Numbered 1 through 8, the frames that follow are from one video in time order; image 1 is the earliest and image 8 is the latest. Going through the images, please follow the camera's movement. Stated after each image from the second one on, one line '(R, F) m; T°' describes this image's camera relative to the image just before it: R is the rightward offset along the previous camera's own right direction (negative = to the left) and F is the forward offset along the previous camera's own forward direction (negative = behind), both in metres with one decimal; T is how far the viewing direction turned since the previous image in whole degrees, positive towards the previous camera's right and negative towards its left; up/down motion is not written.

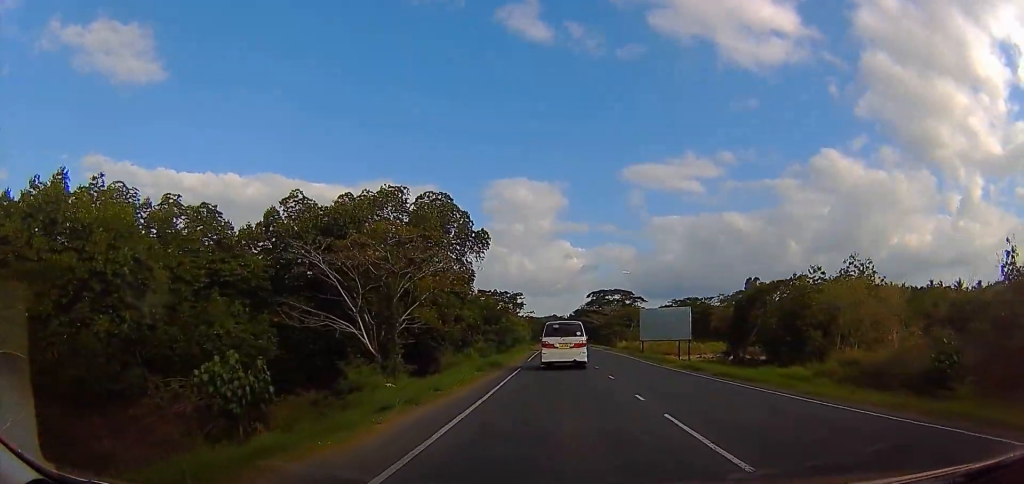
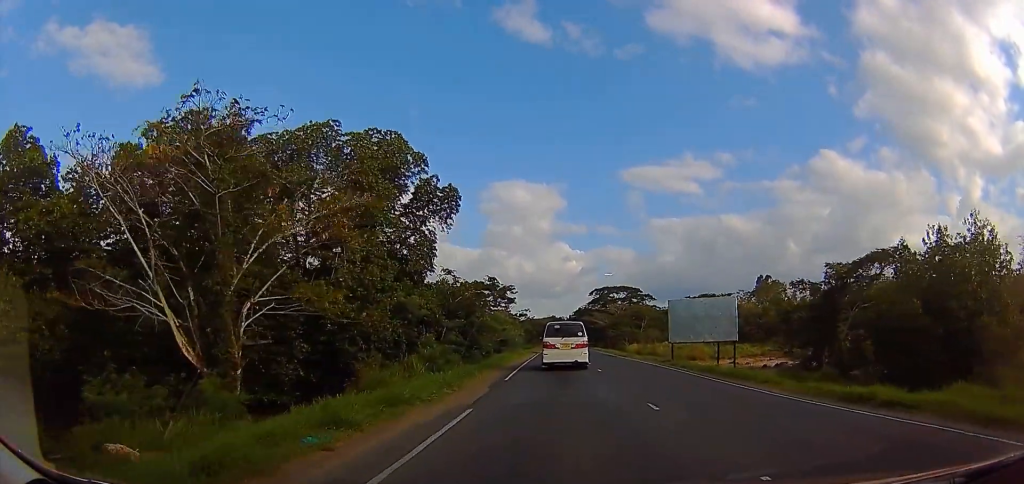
(+0.1, +11.9) m; -2°
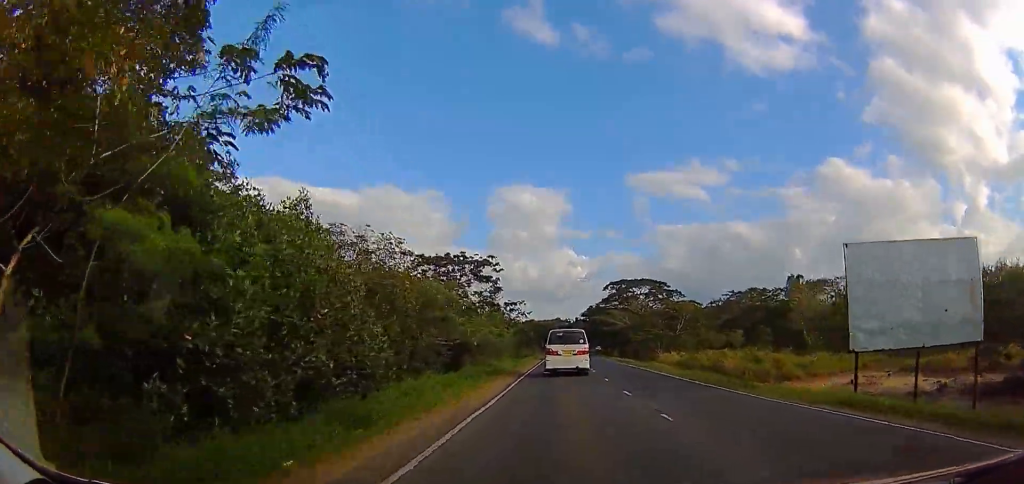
(-0.2, +23.8) m; +1°
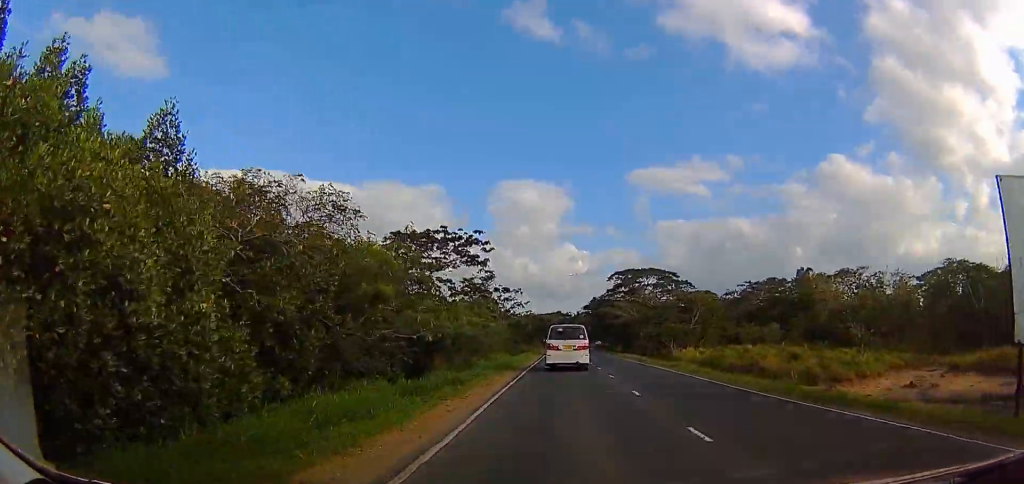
(+0.2, +8.0) m; 0°
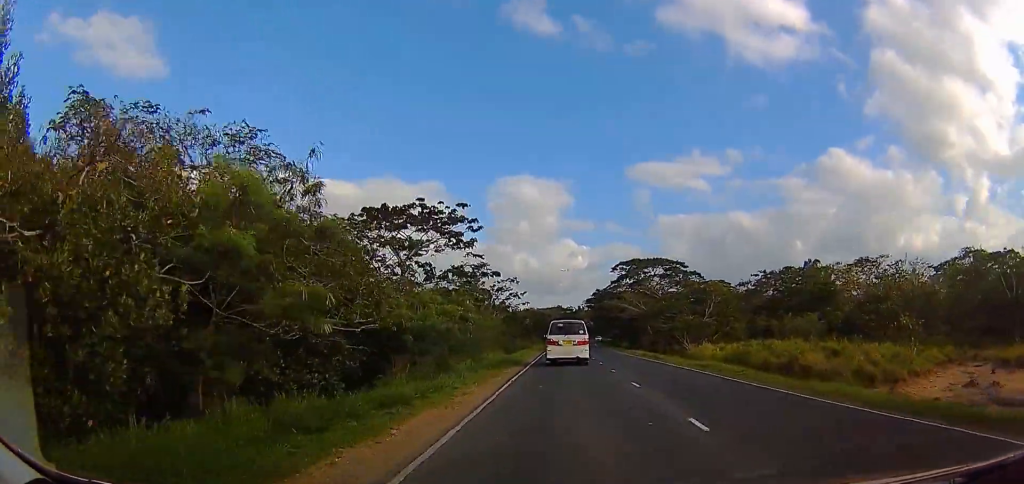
(-0.2, +6.1) m; -1°
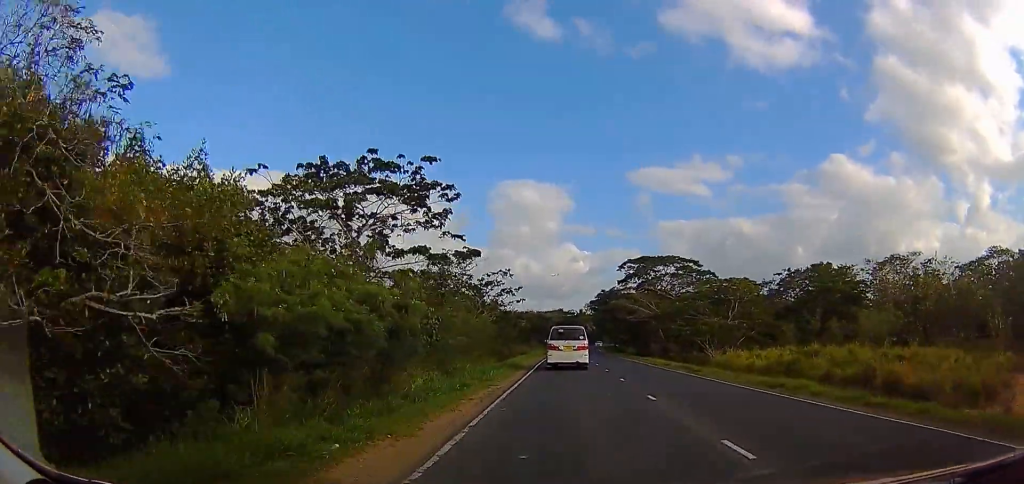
(-0.2, +8.6) m; -2°
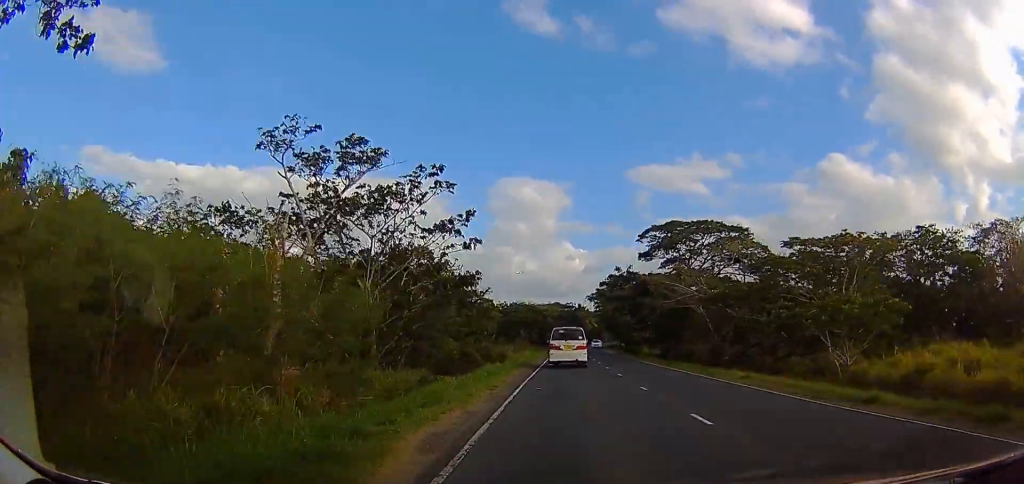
(-0.5, +23.8) m; +1°
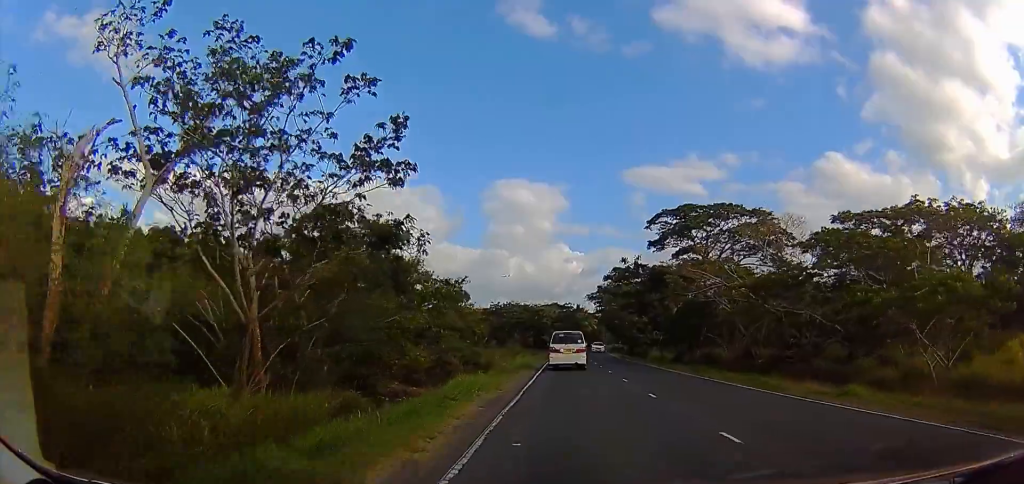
(-0.2, +7.9) m; +2°
